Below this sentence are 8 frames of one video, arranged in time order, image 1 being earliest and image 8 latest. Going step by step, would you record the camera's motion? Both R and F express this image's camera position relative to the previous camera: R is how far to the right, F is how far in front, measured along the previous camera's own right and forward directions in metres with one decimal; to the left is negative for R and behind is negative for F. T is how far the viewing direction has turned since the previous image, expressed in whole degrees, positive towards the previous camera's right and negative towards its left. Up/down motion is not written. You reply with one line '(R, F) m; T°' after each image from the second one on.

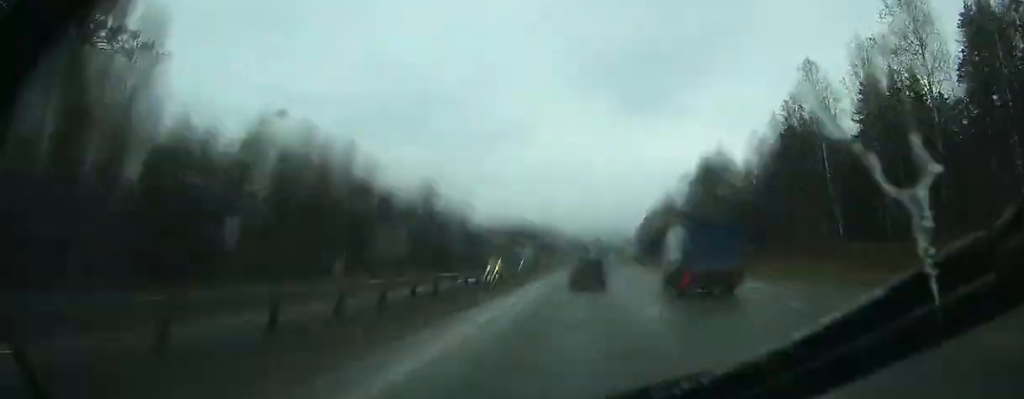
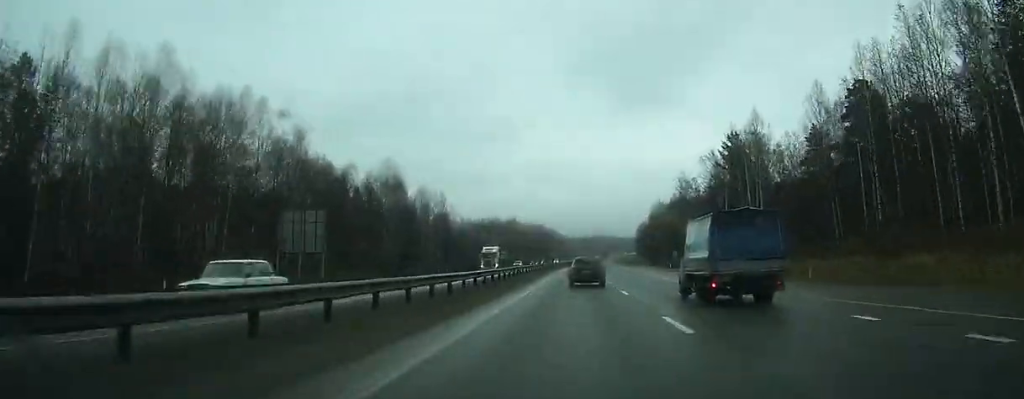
(0.0, +28.9) m; 0°
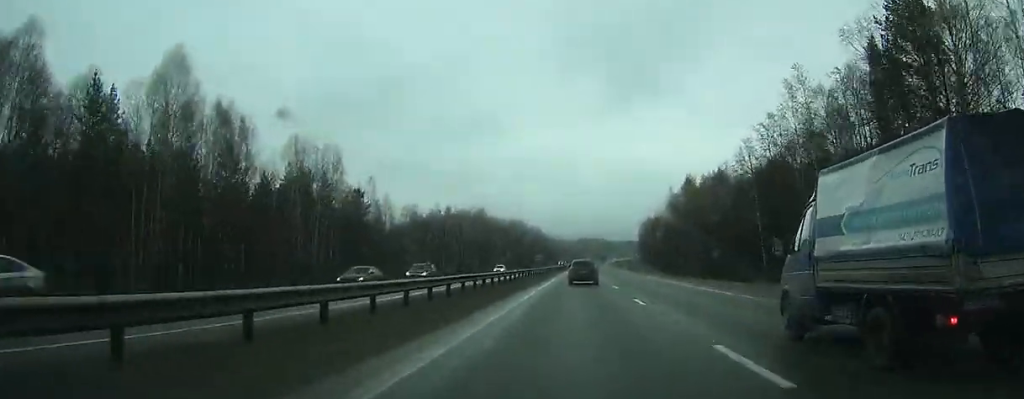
(+0.7, +68.0) m; +2°
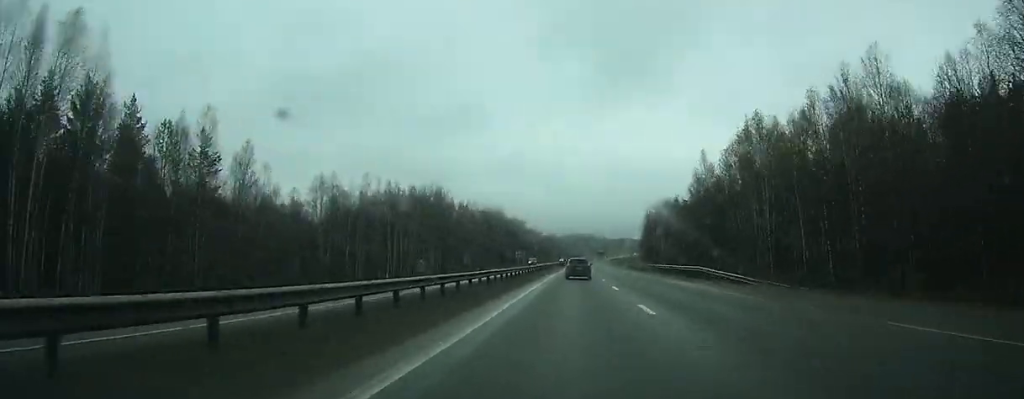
(+1.3, +53.5) m; +1°
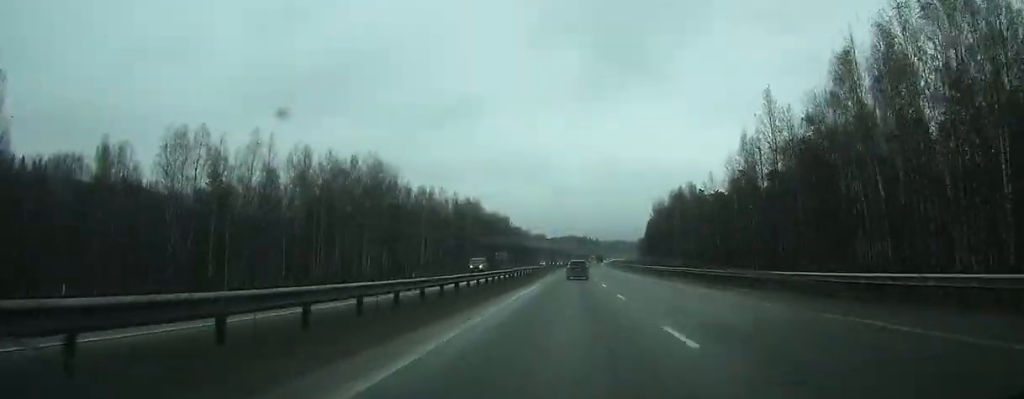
(+0.1, +42.1) m; +1°
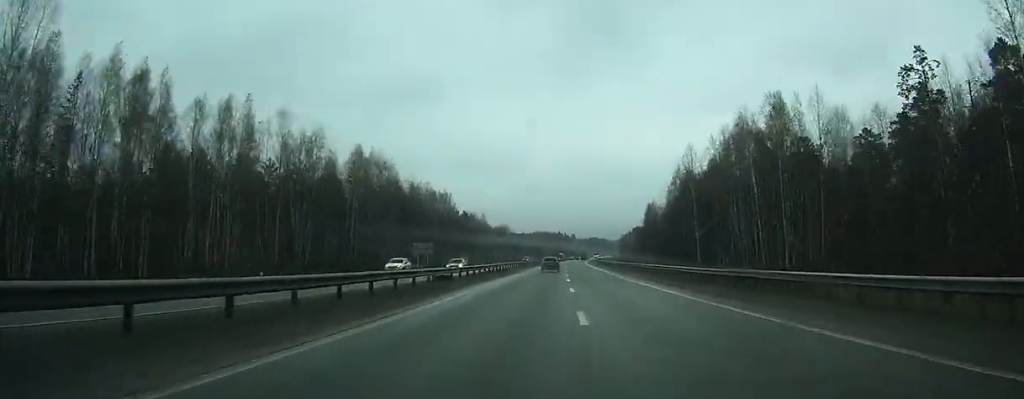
(+0.9, +81.8) m; +1°
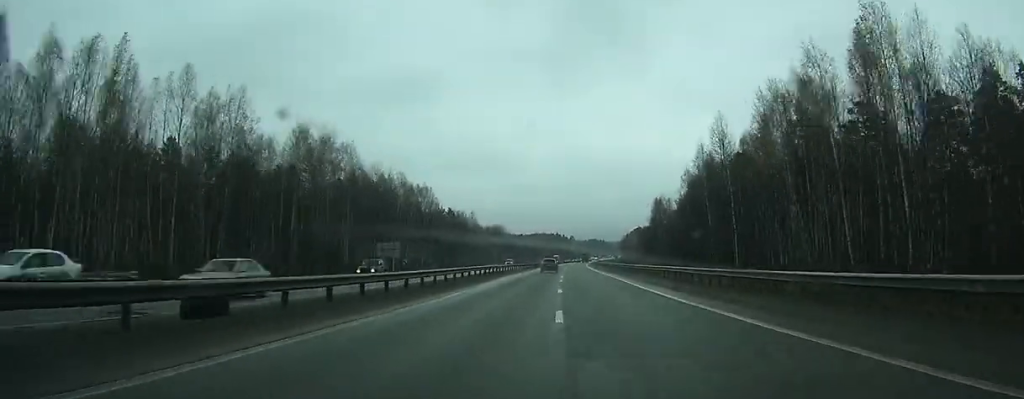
(+0.1, +23.5) m; +1°
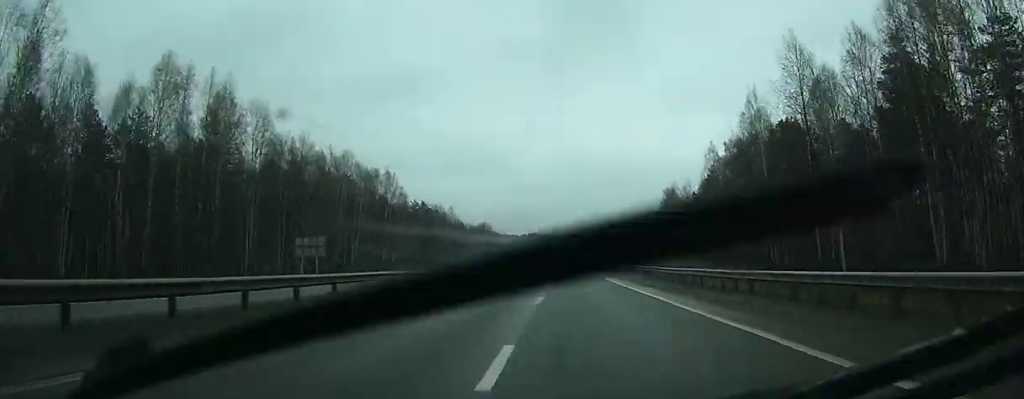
(+0.1, +30.7) m; +1°
